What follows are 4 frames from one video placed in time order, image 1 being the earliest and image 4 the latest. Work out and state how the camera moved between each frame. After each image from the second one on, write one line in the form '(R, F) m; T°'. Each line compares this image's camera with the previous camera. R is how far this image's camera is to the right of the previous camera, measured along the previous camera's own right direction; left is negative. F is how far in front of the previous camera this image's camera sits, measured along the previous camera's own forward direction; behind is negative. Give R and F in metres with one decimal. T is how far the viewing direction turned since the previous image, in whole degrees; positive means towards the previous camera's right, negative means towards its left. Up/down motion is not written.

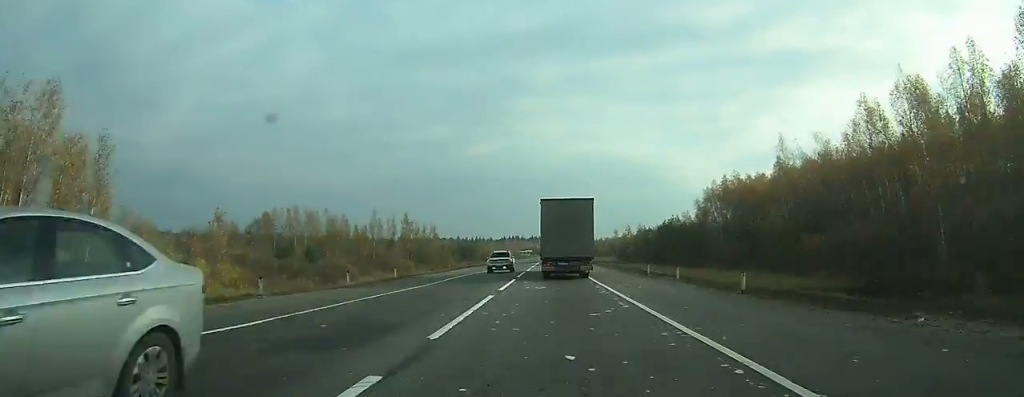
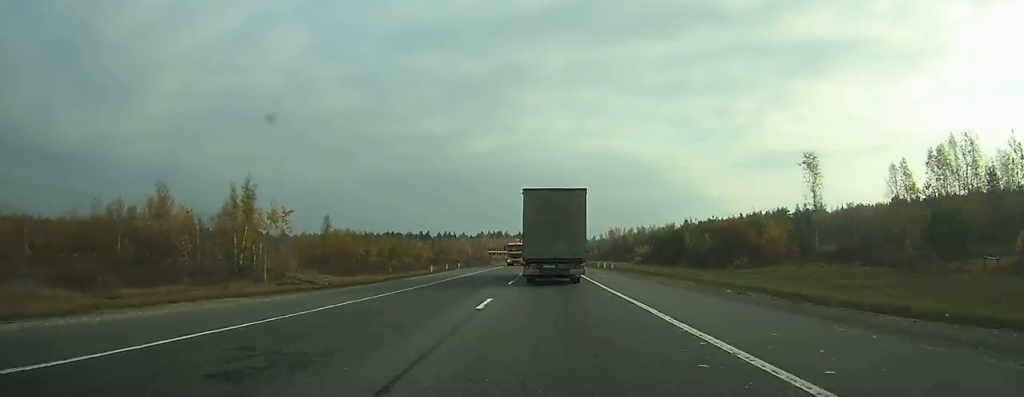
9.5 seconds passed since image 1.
(+0.5, +212.3) m; +1°
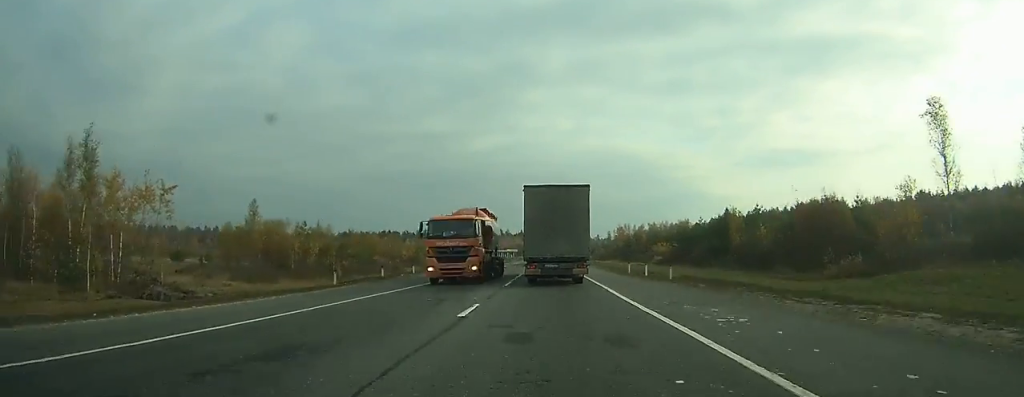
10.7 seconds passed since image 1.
(+0.1, +28.0) m; 0°
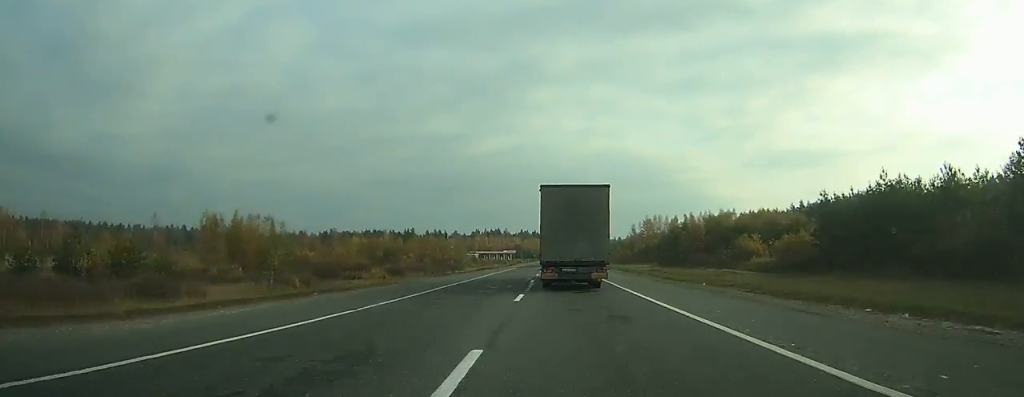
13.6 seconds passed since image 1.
(-0.2, +69.4) m; 0°
